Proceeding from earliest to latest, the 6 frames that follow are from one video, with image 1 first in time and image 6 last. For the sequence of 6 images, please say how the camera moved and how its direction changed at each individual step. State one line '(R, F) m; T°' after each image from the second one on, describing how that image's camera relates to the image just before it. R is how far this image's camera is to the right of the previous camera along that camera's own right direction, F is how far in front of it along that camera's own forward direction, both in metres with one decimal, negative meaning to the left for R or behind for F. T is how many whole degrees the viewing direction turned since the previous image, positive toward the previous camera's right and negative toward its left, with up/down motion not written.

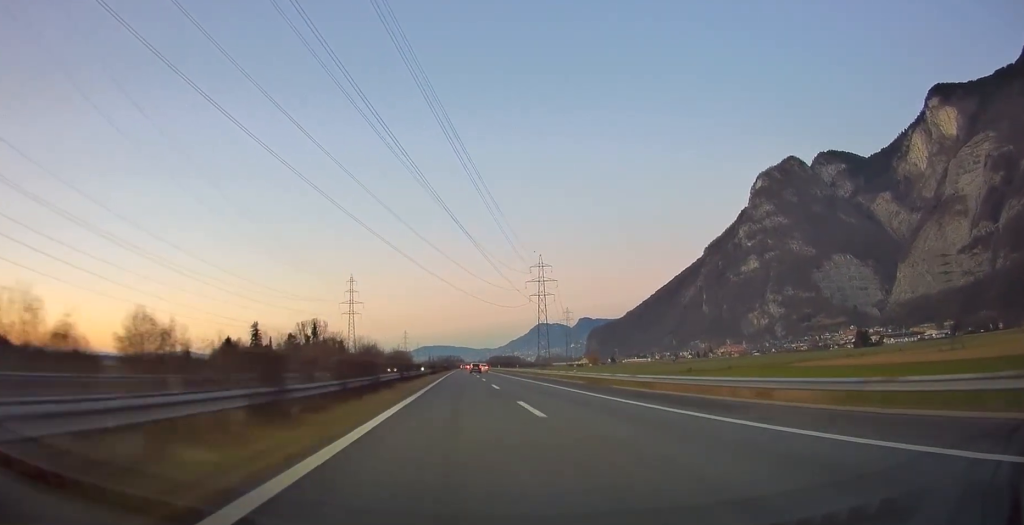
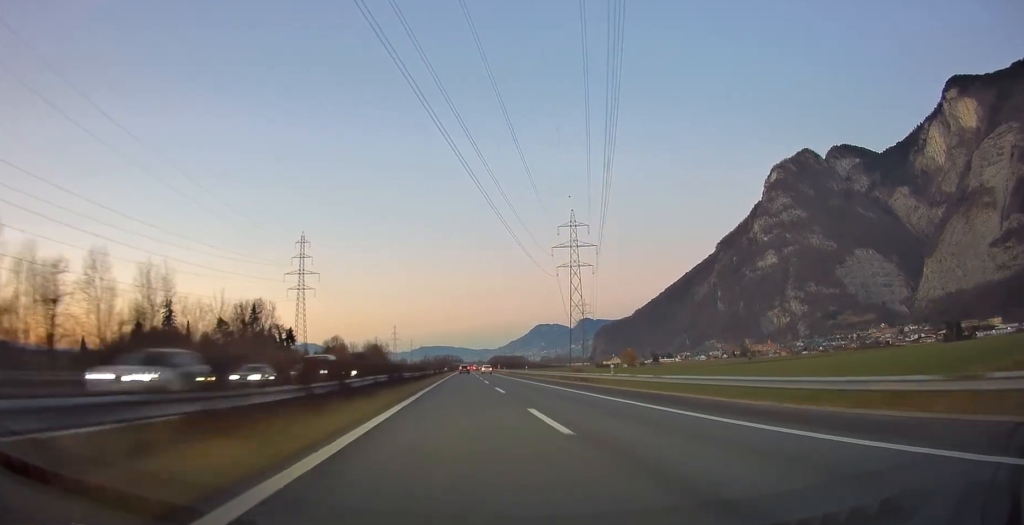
(+0.6, +112.5) m; 0°
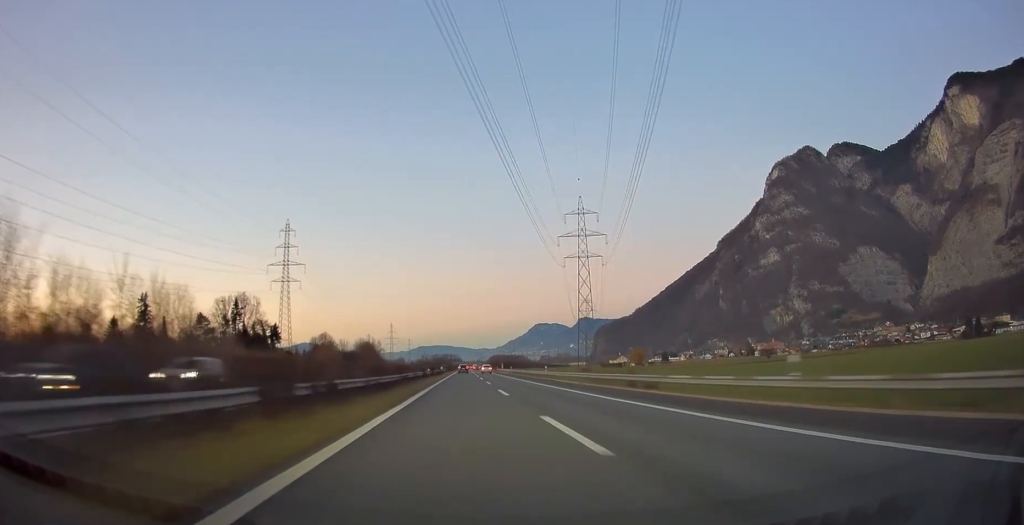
(-0.1, +21.4) m; 0°
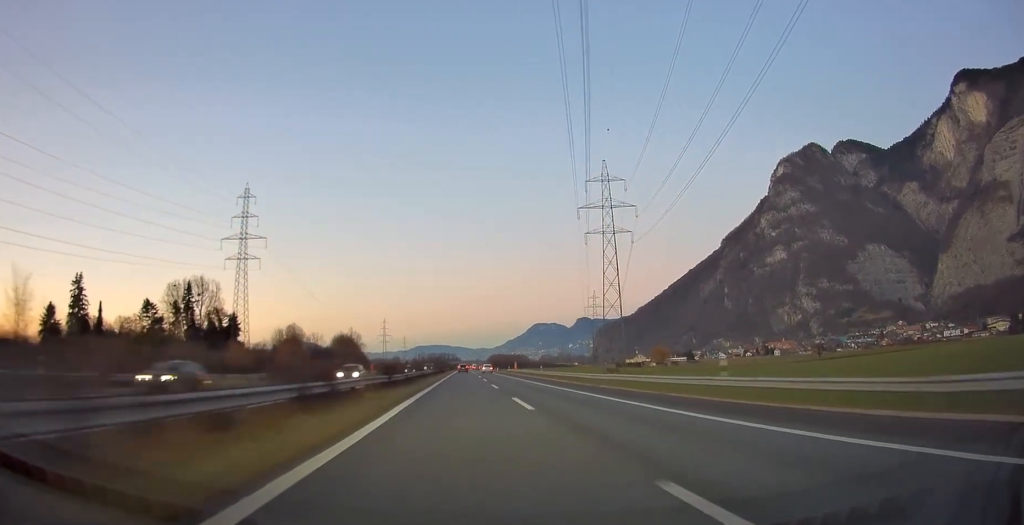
(-0.1, +44.9) m; 0°
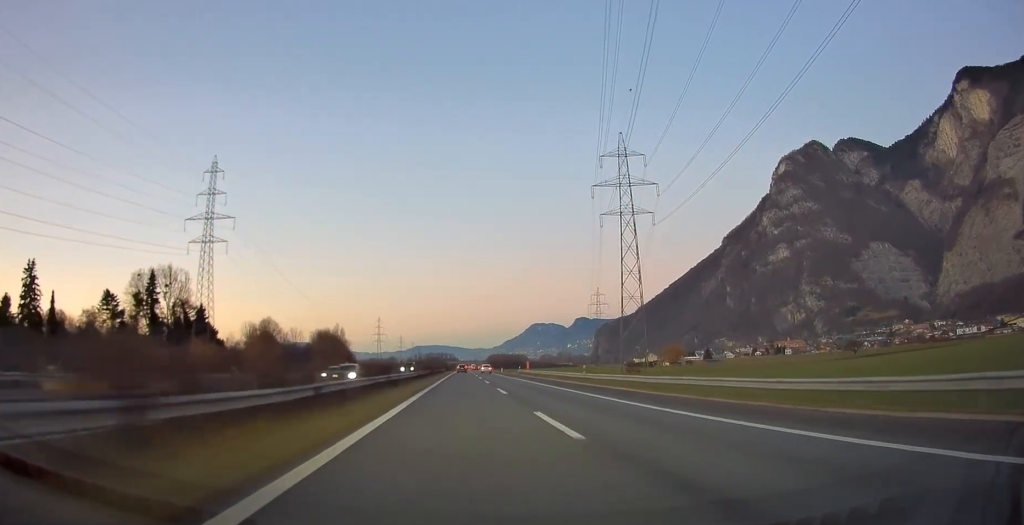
(+0.1, +23.6) m; 0°
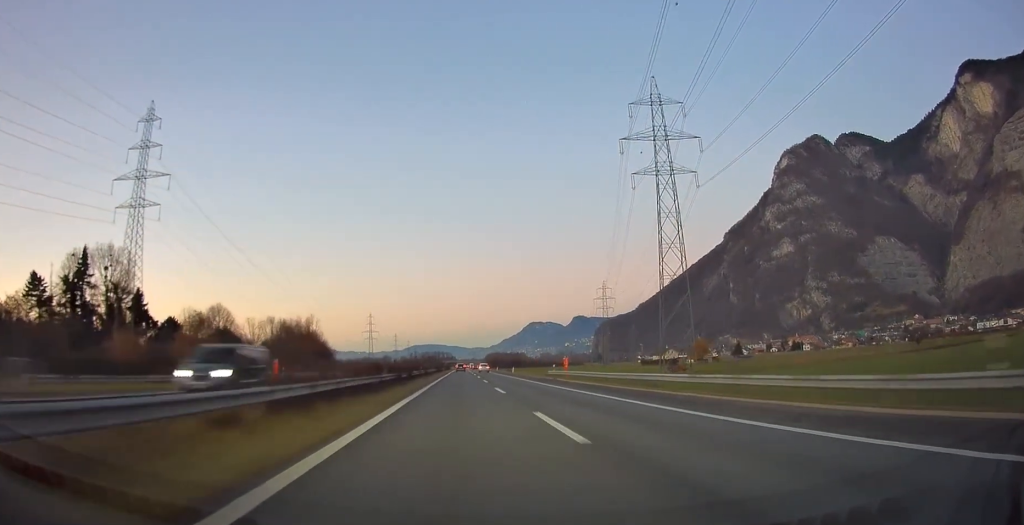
(0.0, +37.1) m; 0°
